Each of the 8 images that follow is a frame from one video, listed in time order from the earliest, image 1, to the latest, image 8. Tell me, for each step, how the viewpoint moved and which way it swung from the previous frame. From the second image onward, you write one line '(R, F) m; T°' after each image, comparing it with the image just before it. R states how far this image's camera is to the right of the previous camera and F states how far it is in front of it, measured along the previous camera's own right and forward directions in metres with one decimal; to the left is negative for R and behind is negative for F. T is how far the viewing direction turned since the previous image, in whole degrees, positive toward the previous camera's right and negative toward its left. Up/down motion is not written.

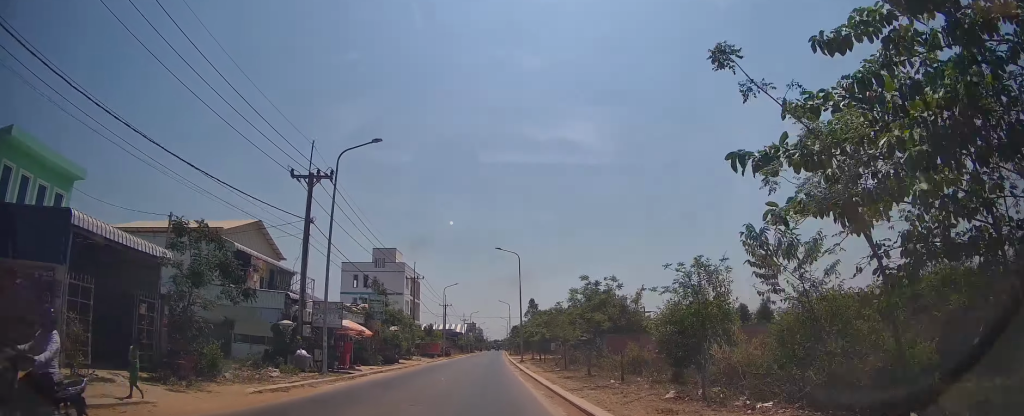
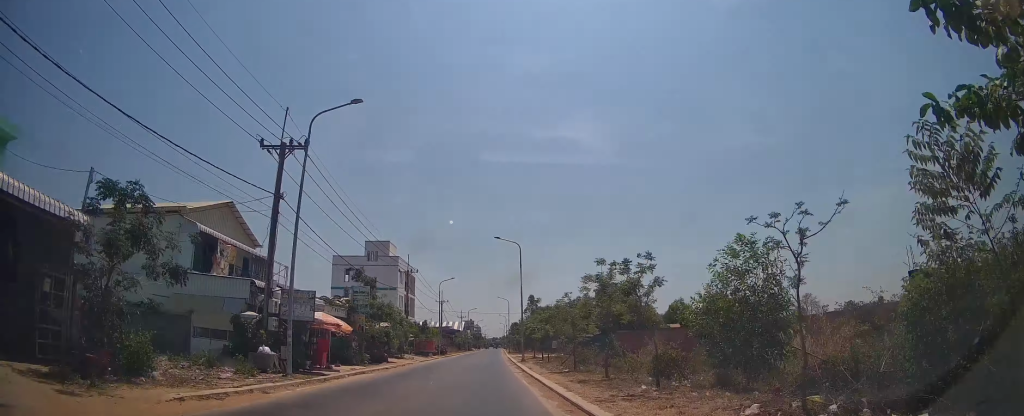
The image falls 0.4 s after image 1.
(0.0, +4.1) m; 0°
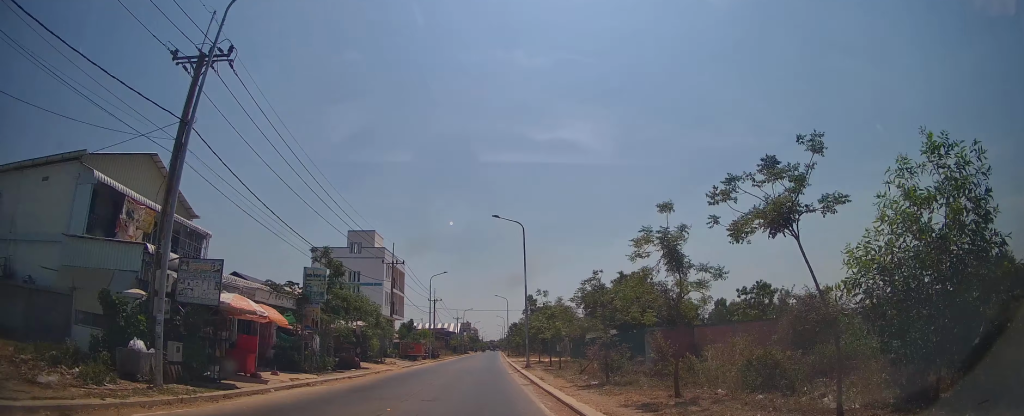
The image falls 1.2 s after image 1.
(0.0, +7.4) m; 0°
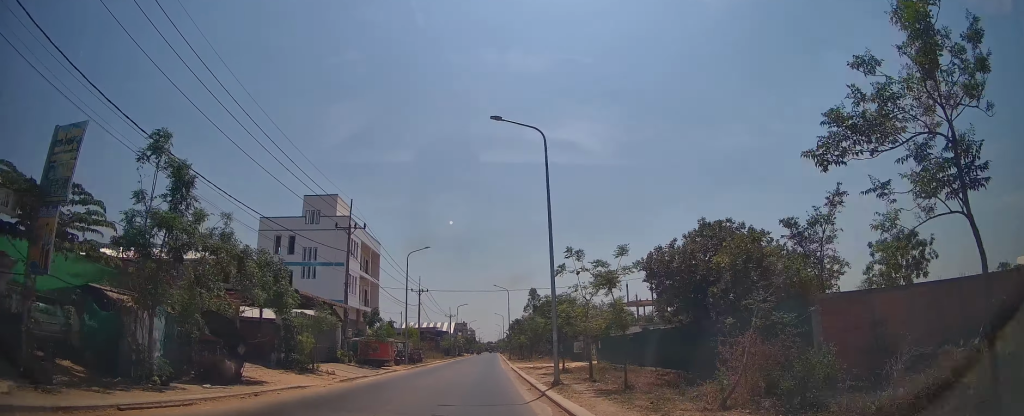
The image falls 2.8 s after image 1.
(+0.1, +16.8) m; 0°
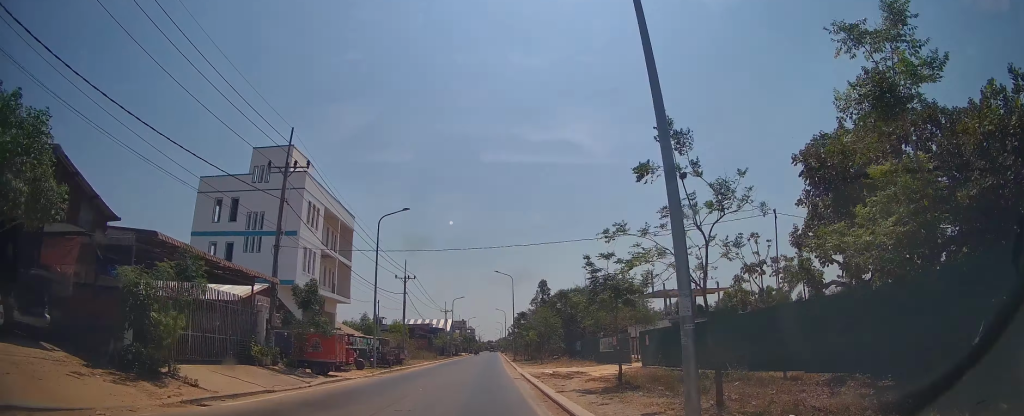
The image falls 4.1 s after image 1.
(+0.1, +13.7) m; 0°
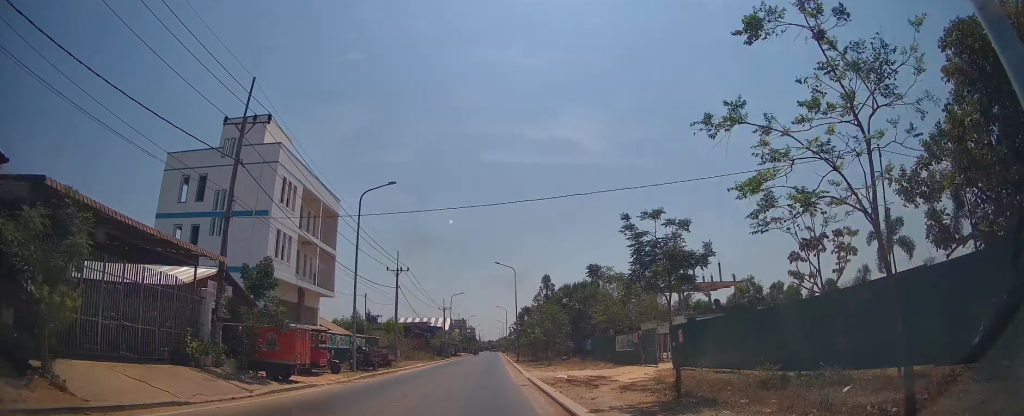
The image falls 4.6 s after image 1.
(0.0, +4.9) m; 0°
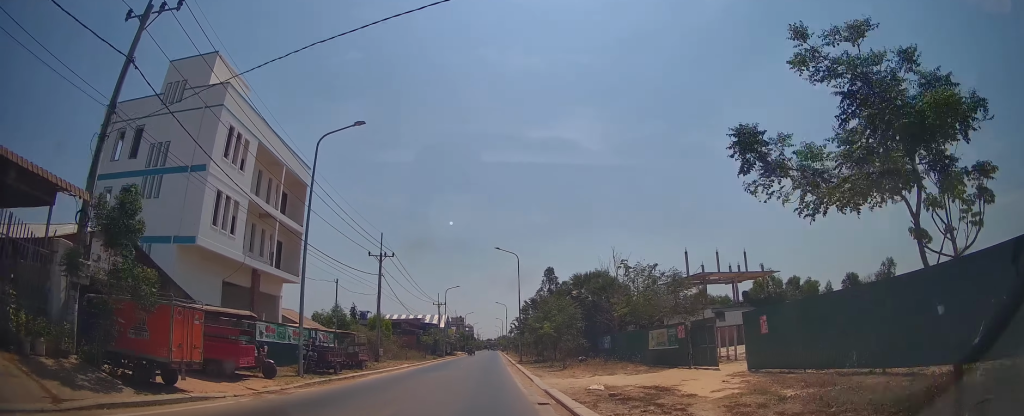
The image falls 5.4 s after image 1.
(0.0, +7.6) m; 0°
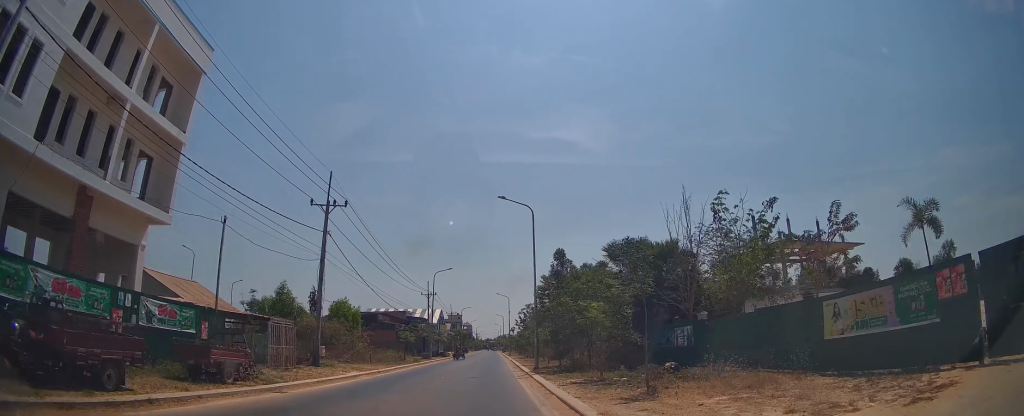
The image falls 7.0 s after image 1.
(-0.1, +13.9) m; 0°
